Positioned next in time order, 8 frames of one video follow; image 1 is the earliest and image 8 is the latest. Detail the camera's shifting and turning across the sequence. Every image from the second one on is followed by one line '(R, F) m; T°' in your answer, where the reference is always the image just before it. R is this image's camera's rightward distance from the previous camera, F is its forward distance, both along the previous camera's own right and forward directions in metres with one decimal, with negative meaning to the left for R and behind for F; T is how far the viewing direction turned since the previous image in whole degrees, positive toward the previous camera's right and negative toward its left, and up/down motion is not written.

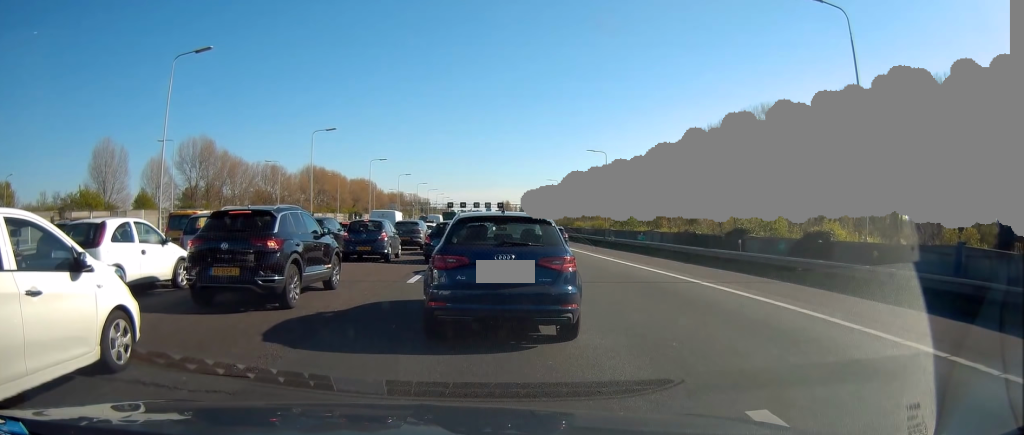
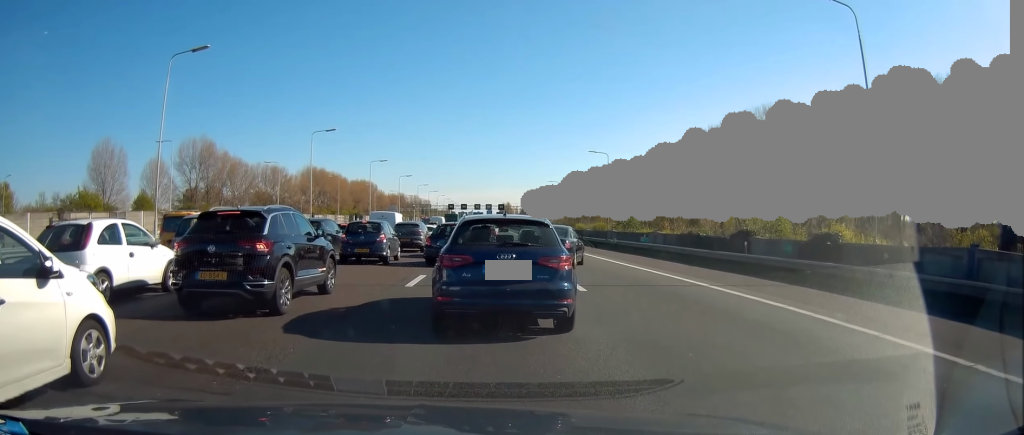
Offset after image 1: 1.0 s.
(0.0, +0.7) m; 0°
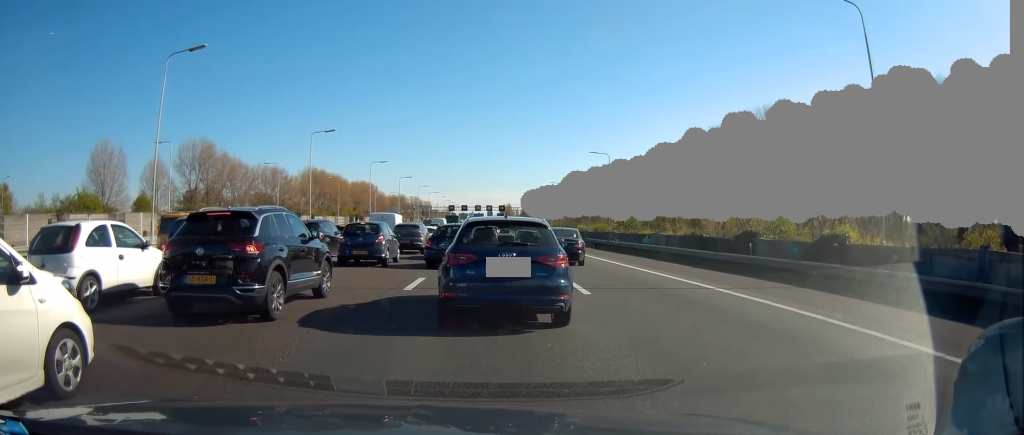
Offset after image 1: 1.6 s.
(0.0, +0.6) m; 0°
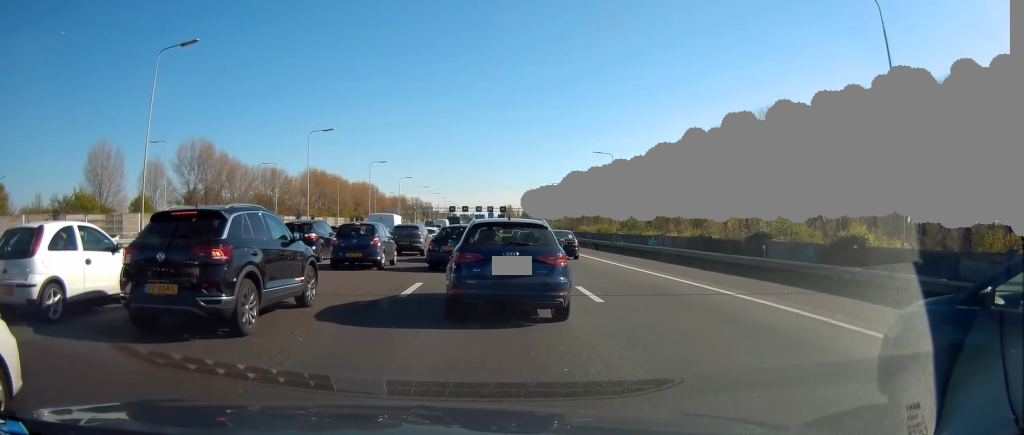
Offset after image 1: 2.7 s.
(+0.1, +1.3) m; +3°
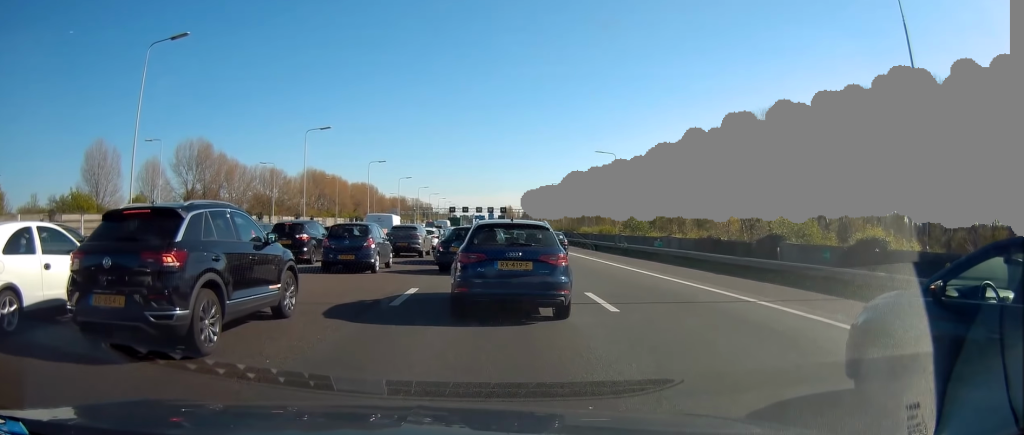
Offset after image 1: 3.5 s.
(0.0, +1.3) m; +1°
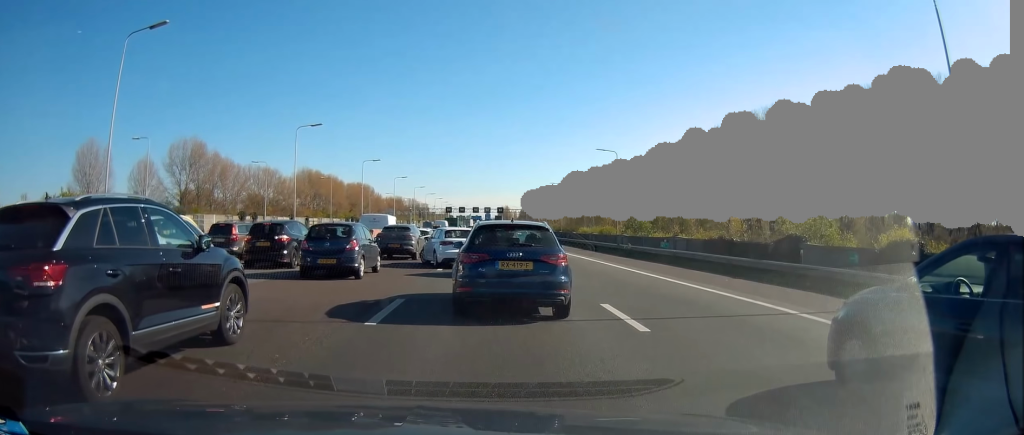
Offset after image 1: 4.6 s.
(0.0, +2.1) m; 0°
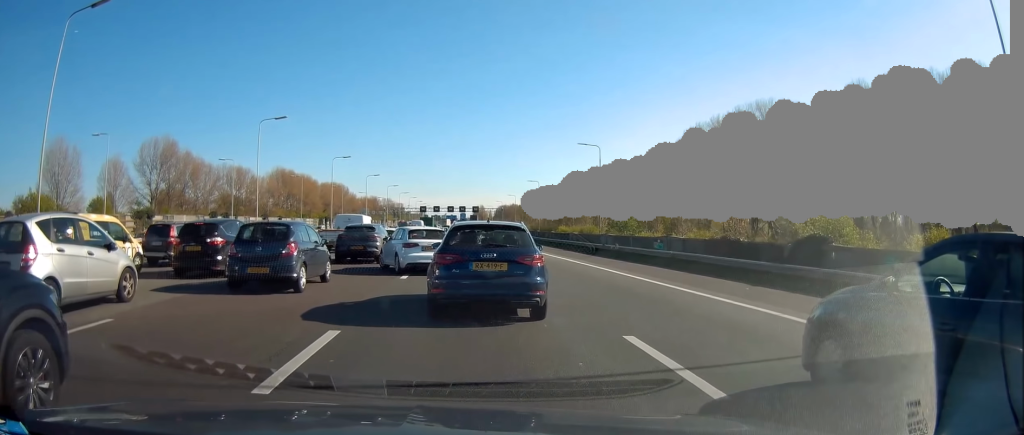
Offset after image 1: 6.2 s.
(0.0, +3.6) m; 0°
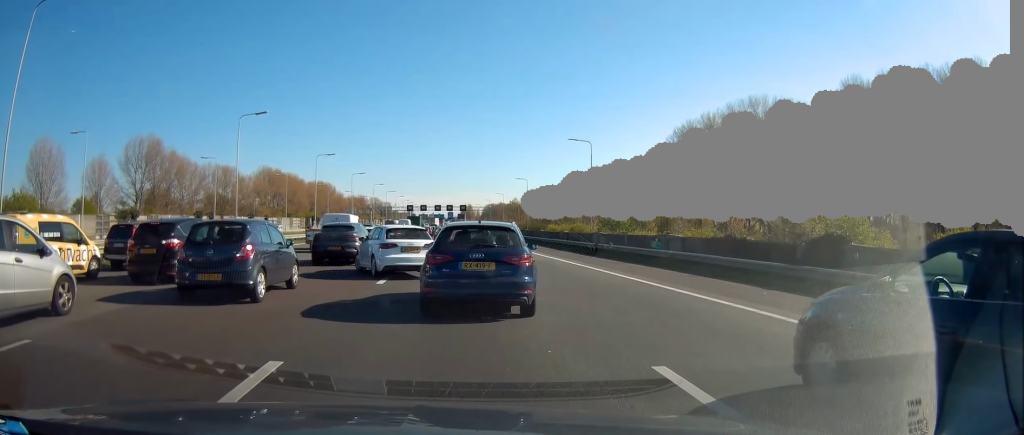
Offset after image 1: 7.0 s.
(0.0, +1.8) m; 0°
